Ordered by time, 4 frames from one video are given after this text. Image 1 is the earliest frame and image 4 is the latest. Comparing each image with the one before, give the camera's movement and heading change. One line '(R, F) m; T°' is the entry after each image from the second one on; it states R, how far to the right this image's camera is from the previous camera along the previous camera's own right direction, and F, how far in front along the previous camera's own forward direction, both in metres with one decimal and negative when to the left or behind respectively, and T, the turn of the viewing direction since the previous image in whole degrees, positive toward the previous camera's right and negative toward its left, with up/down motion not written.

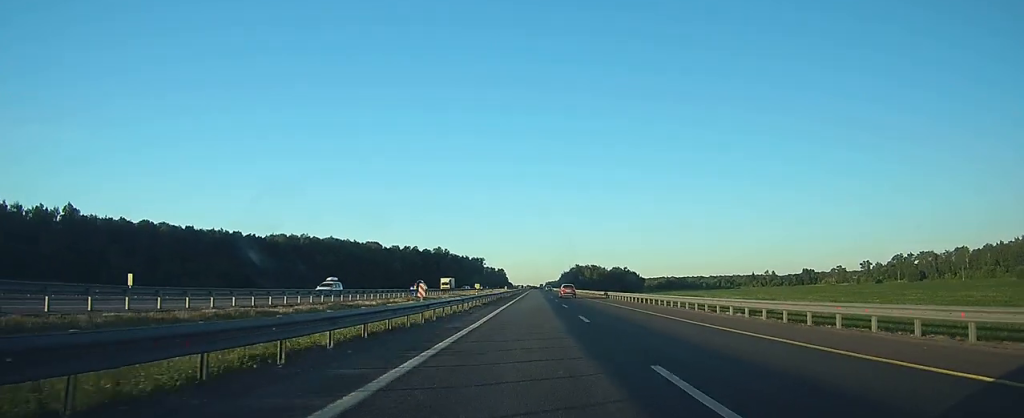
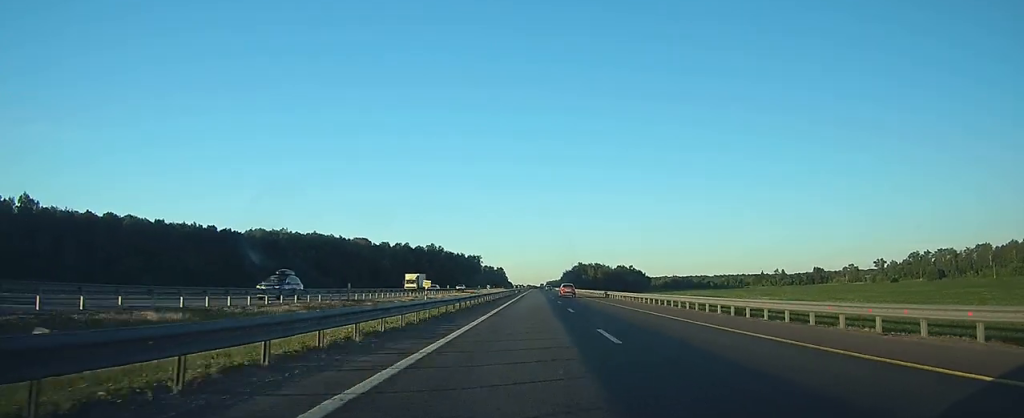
(0.0, +24.5) m; 0°
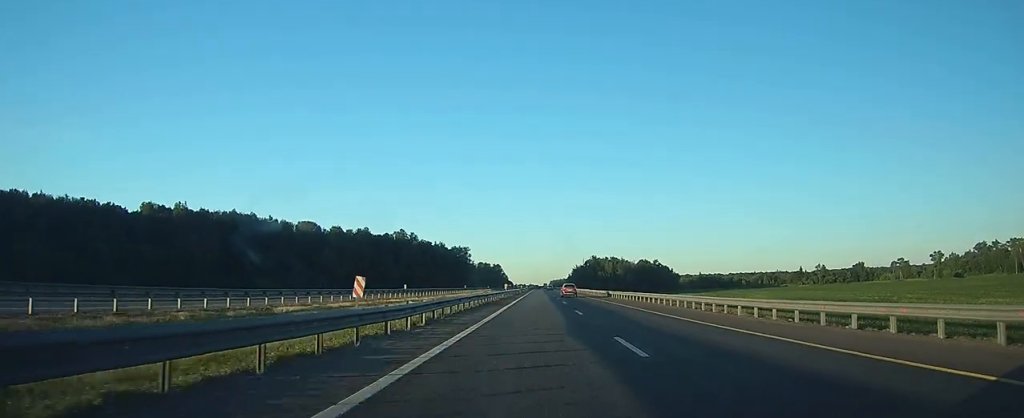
(-0.2, +82.9) m; -1°
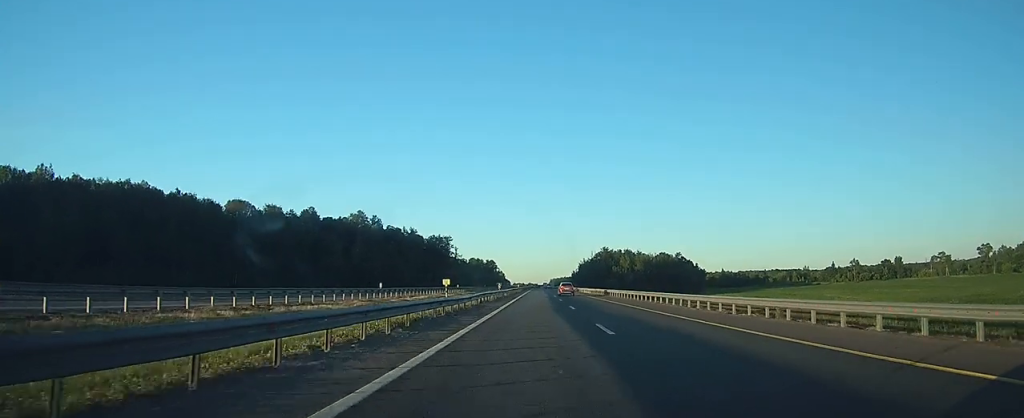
(-0.2, +59.5) m; 0°
